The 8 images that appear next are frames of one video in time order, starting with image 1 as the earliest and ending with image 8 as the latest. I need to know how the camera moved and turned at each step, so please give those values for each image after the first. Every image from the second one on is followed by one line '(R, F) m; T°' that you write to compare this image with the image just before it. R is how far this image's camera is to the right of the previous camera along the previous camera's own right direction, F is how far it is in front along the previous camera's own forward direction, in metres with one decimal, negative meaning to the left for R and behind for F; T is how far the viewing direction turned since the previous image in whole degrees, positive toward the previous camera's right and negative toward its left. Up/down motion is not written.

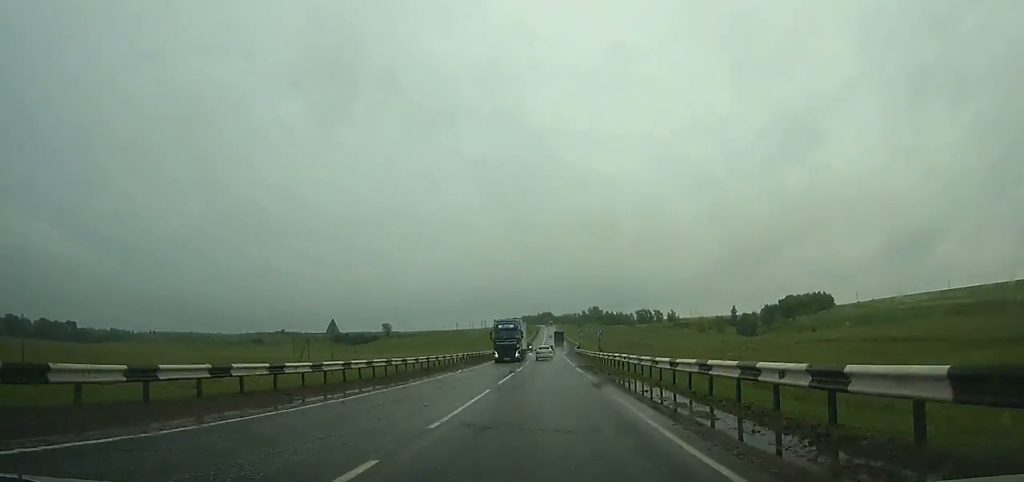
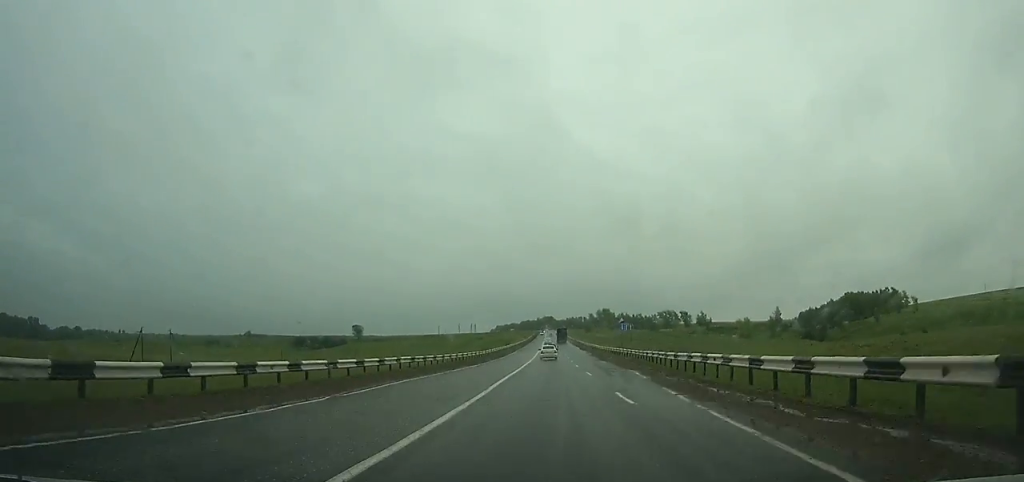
(+0.4, +85.8) m; +1°
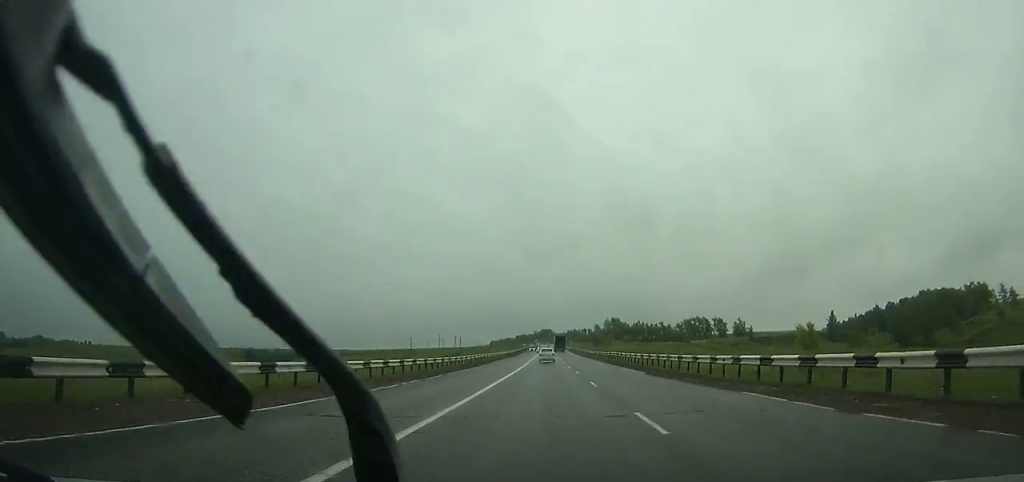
(+0.2, +76.3) m; 0°
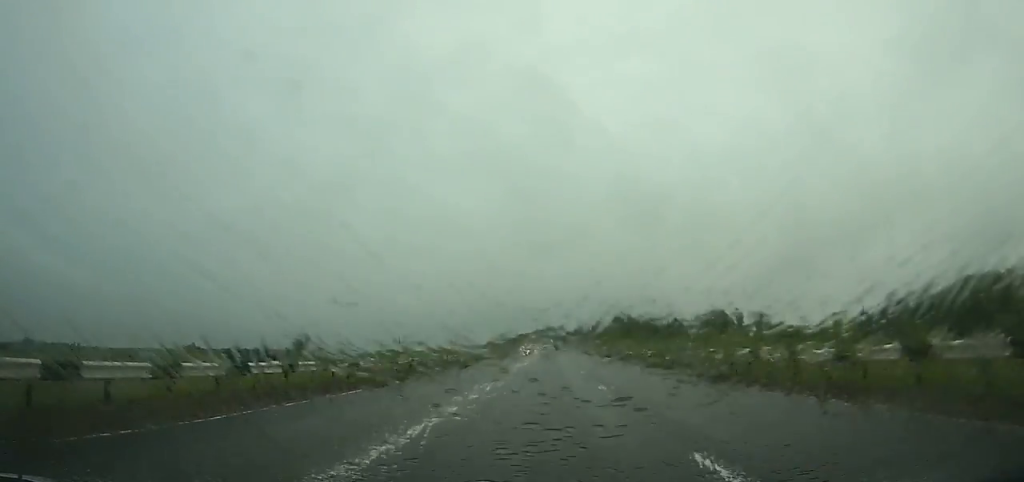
(0.0, +28.6) m; 0°
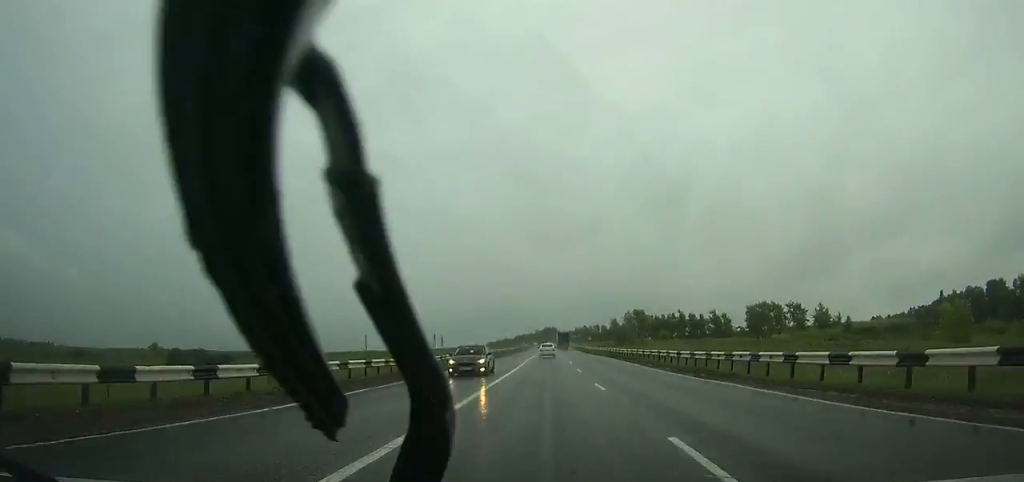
(-0.1, +57.5) m; 0°
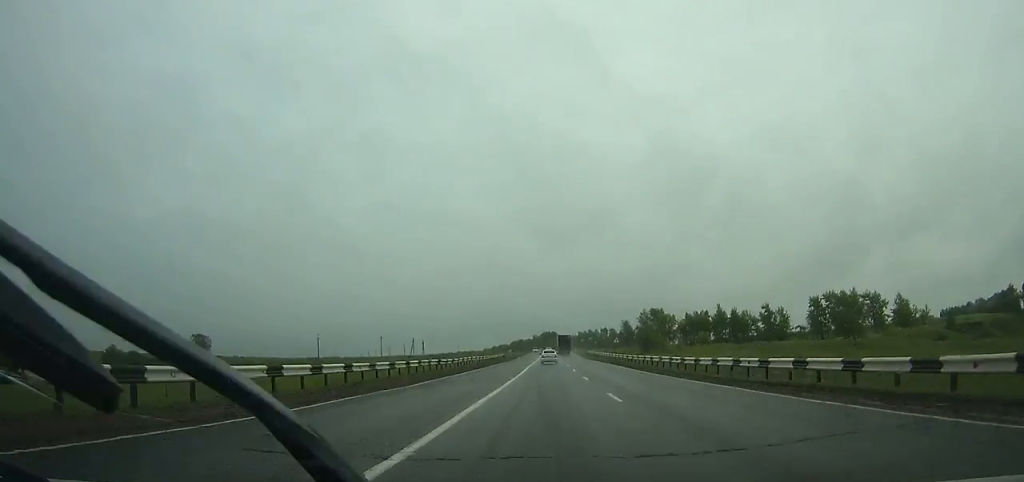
(-0.1, +51.3) m; 0°
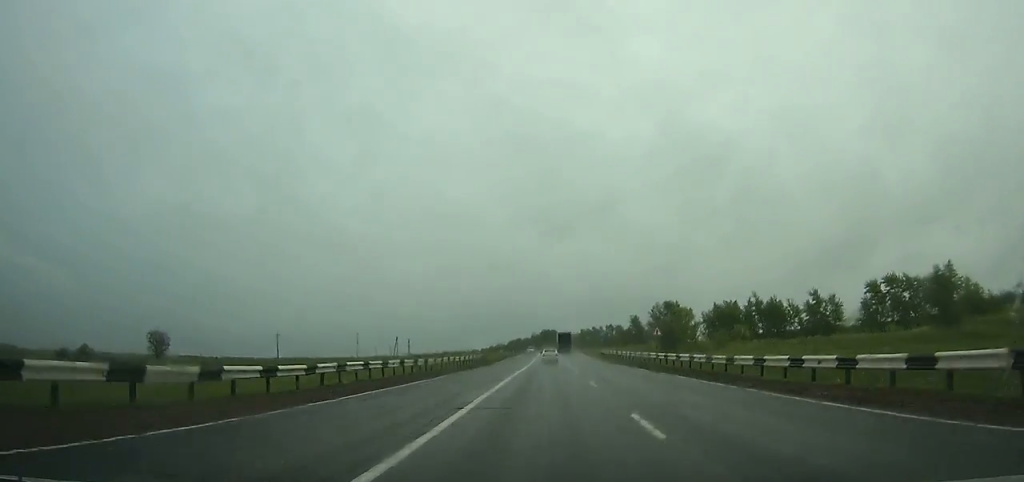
(0.0, +29.2) m; 0°
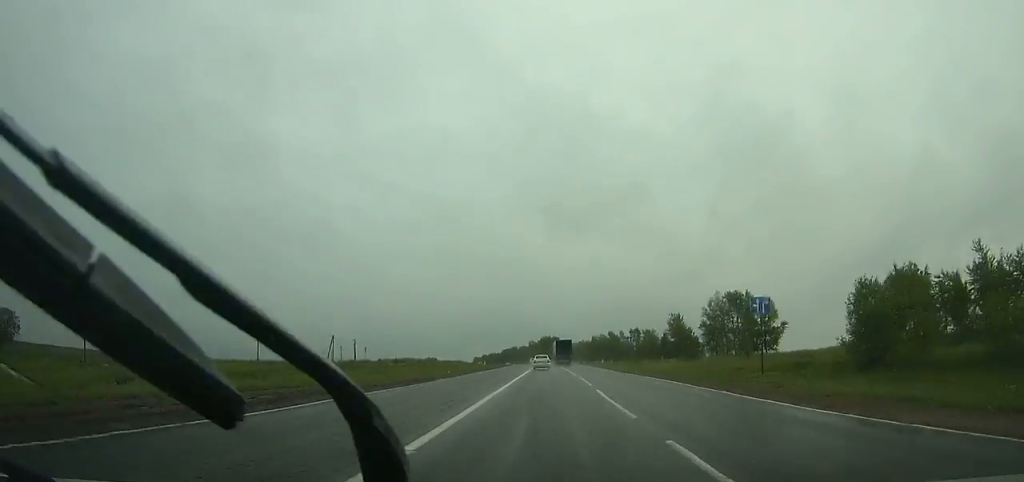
(+0.1, +76.8) m; 0°
